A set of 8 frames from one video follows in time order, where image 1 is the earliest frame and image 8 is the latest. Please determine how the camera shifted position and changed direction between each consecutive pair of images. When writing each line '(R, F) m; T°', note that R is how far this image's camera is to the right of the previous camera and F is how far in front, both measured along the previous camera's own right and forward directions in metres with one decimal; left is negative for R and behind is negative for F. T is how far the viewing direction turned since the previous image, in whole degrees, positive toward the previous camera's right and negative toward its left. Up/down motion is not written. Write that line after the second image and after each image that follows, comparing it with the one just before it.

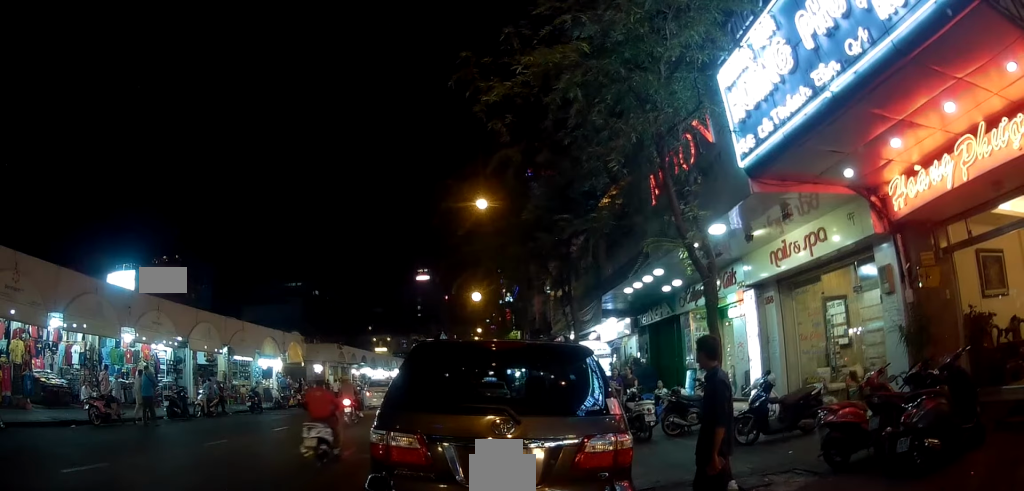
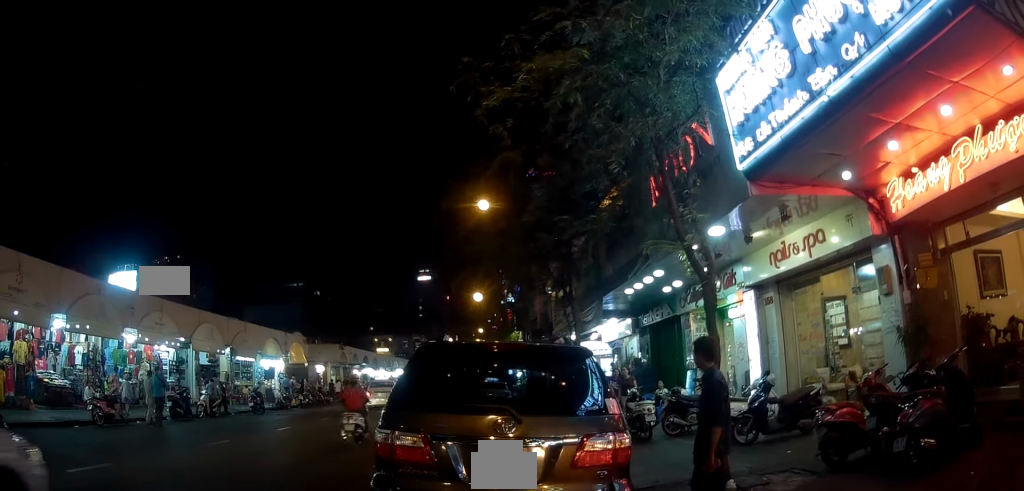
(0.0, 0.0) m; 0°
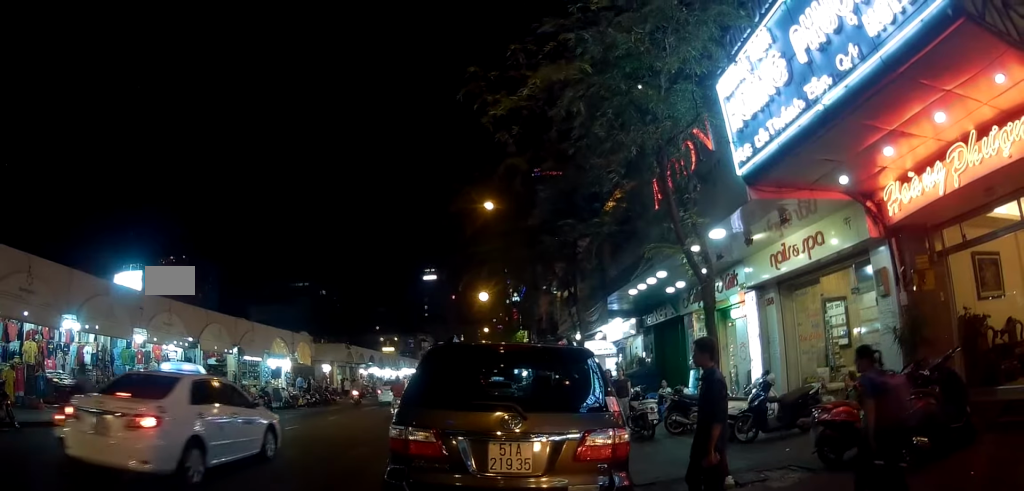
(0.0, 0.0) m; 0°
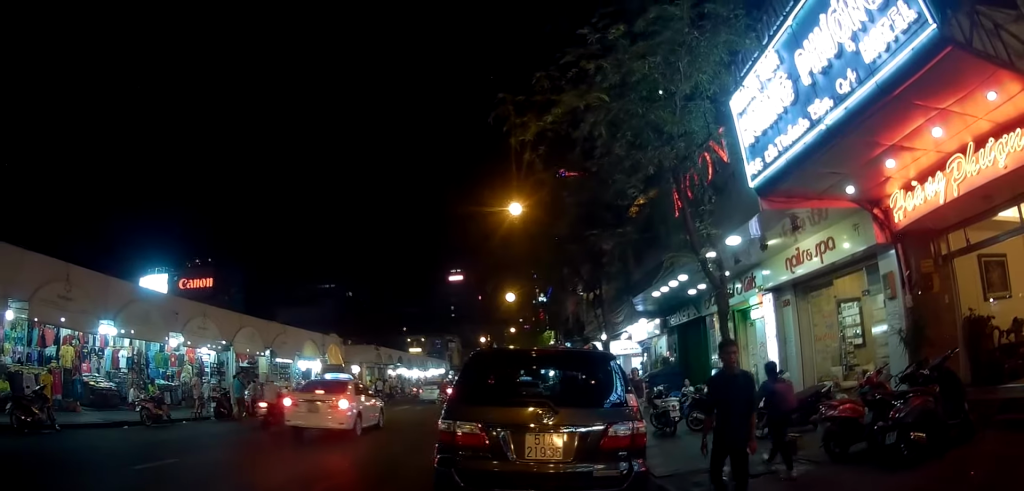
(0.0, 0.0) m; 0°
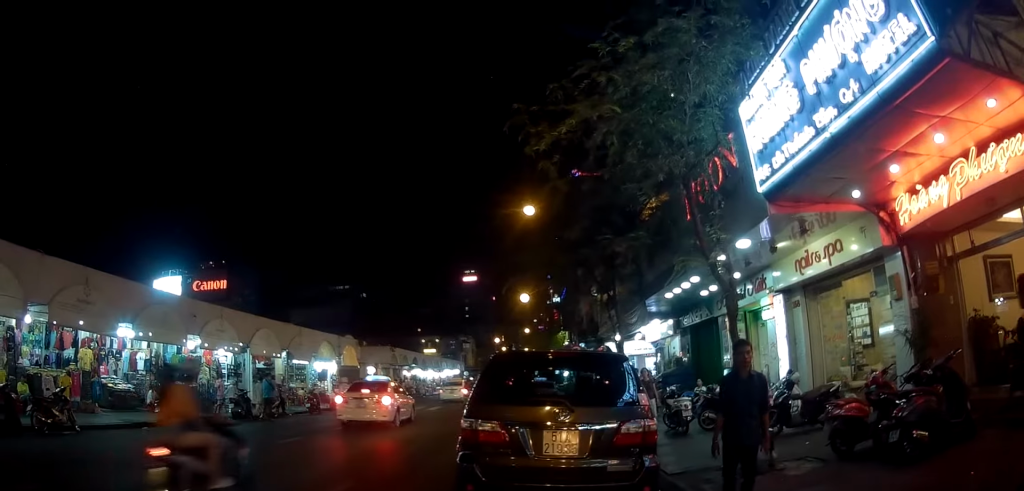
(0.0, 0.0) m; 0°
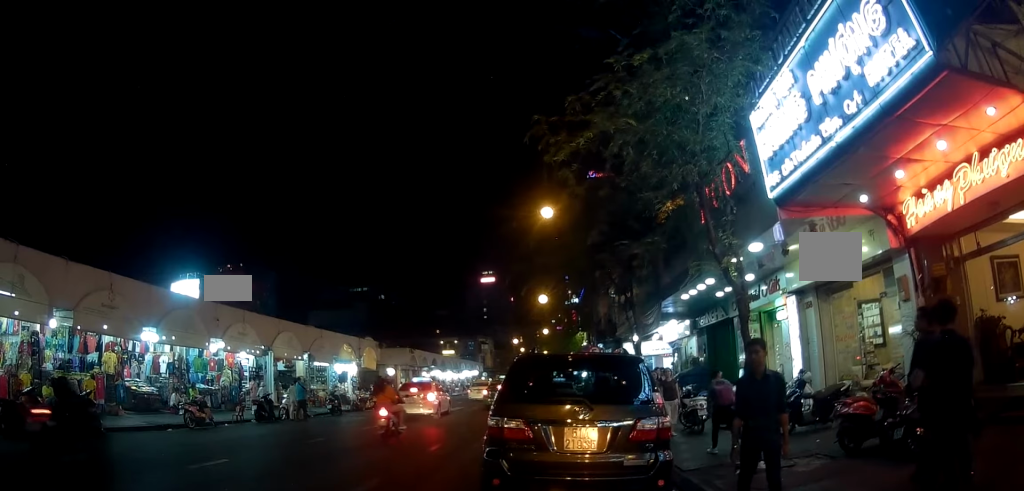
(0.0, 0.0) m; 0°
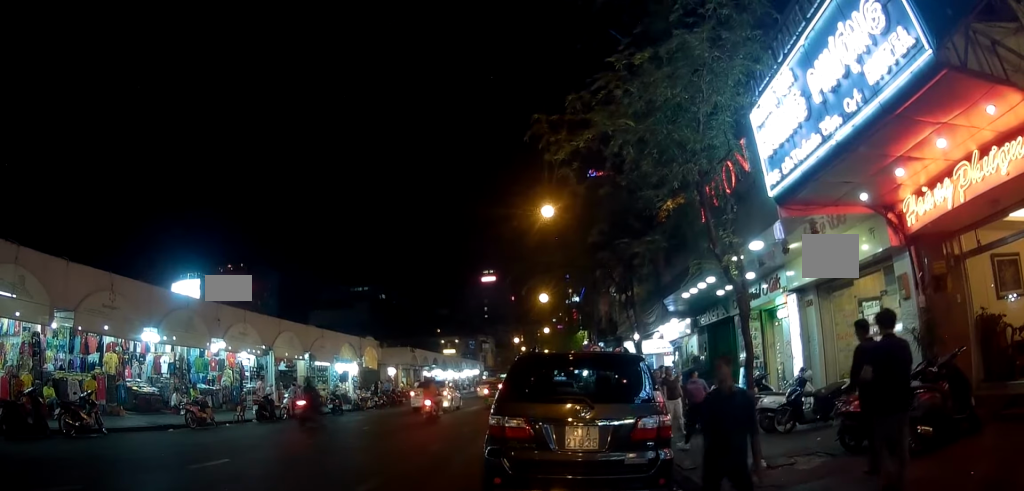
(0.0, 0.0) m; 0°
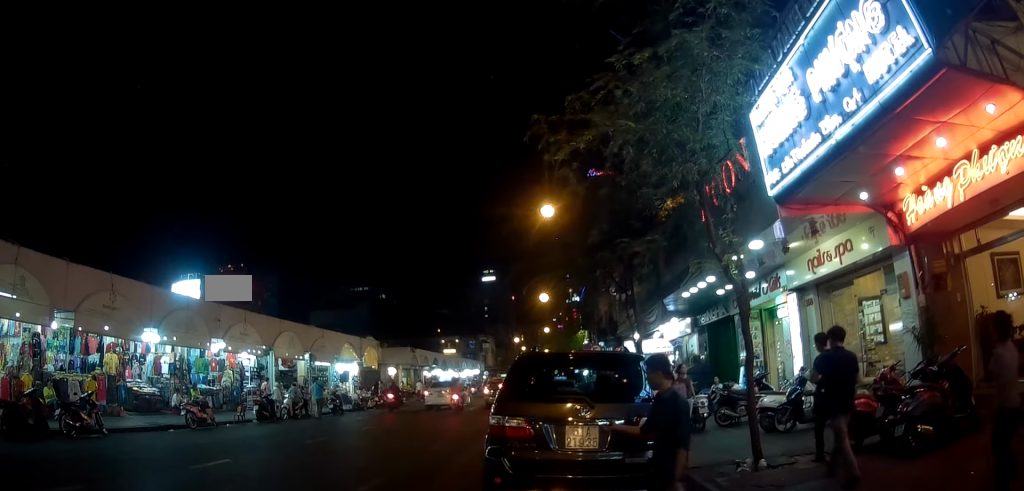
(0.0, 0.0) m; 0°
